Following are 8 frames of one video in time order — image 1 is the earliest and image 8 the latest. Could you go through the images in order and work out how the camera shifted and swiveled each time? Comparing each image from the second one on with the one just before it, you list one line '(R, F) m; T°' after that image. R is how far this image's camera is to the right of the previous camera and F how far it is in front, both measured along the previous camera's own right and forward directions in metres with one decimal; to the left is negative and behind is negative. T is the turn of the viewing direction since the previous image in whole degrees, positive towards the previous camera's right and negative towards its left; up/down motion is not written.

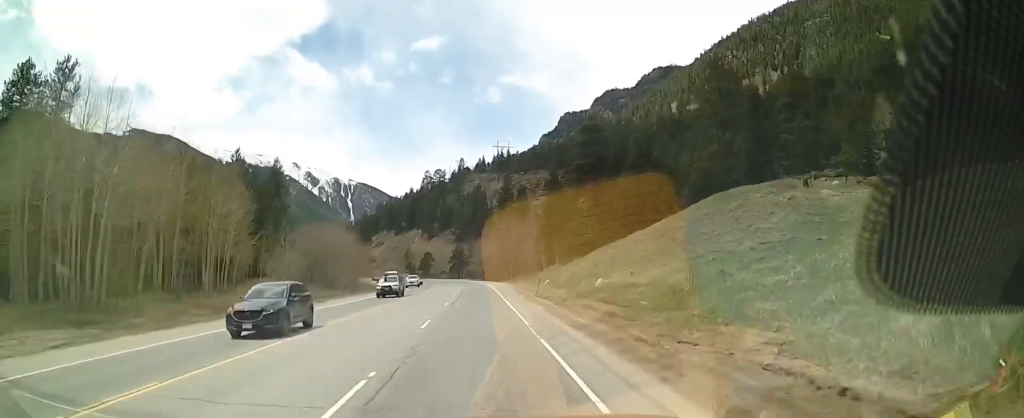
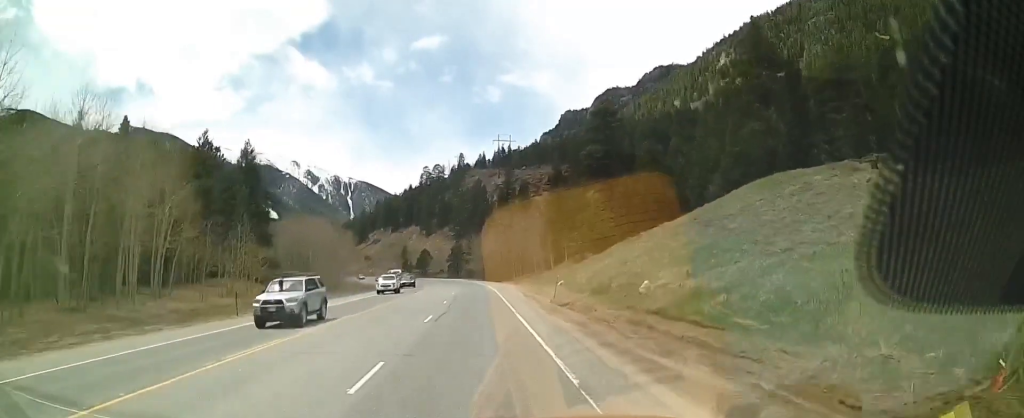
(+0.3, +10.2) m; +2°
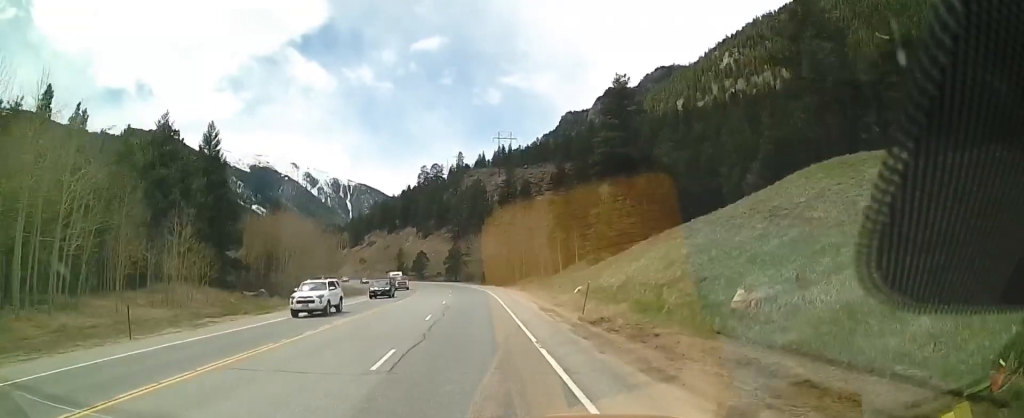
(0.0, +9.8) m; -2°
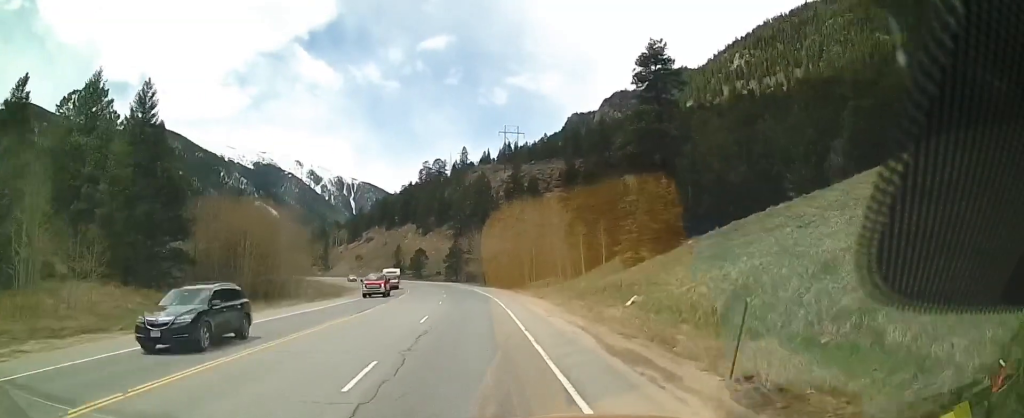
(-0.5, +13.9) m; 0°
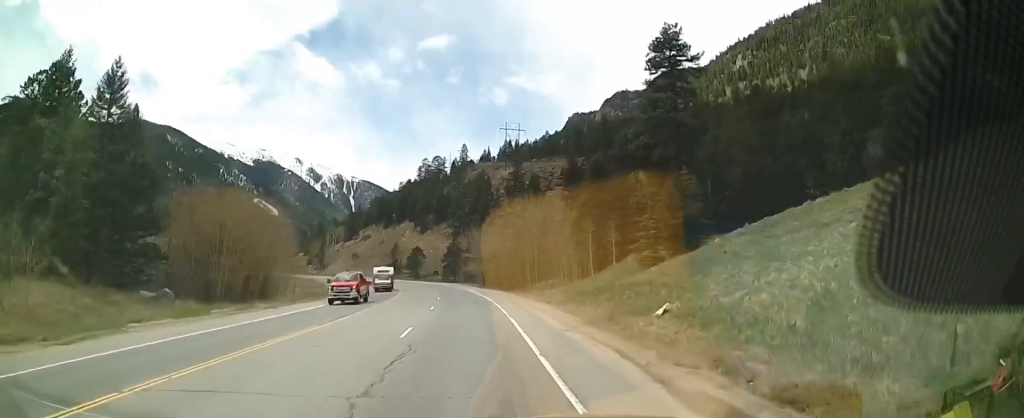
(+0.2, +4.9) m; 0°
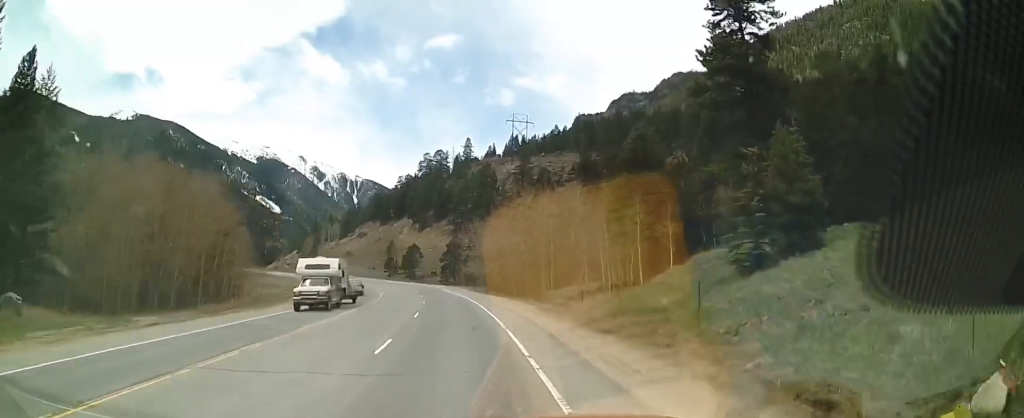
(0.0, +15.6) m; -2°
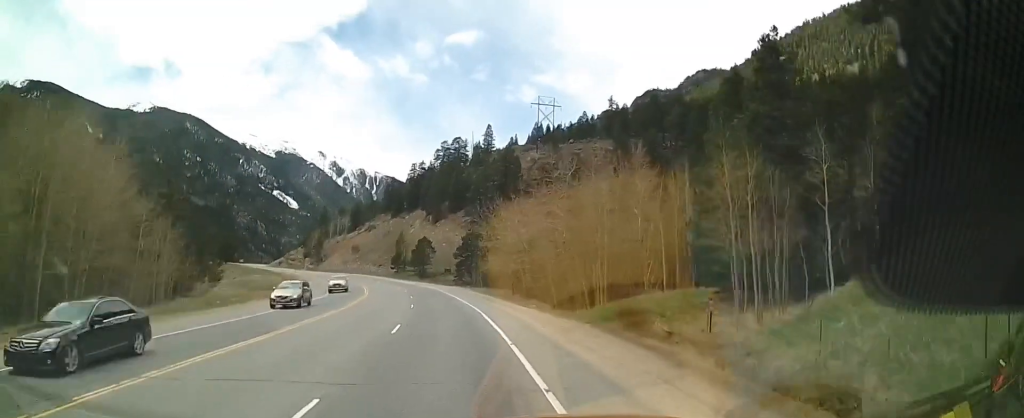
(-0.4, +20.0) m; -1°
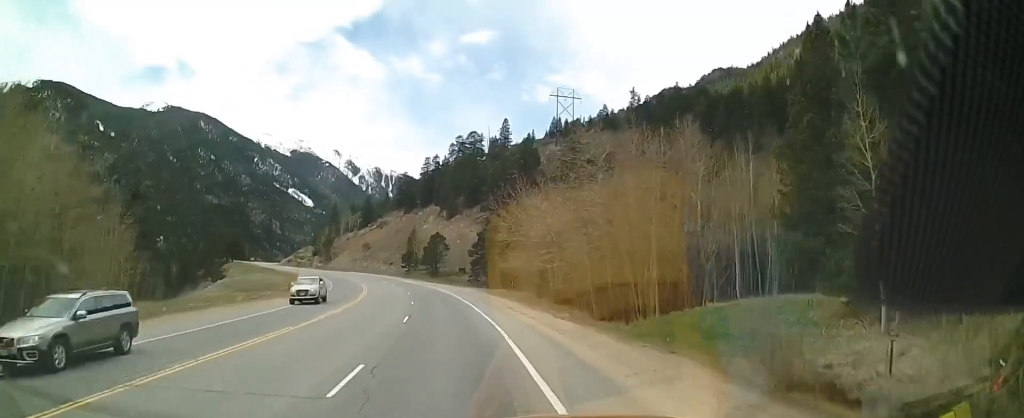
(0.0, +9.3) m; -1°
